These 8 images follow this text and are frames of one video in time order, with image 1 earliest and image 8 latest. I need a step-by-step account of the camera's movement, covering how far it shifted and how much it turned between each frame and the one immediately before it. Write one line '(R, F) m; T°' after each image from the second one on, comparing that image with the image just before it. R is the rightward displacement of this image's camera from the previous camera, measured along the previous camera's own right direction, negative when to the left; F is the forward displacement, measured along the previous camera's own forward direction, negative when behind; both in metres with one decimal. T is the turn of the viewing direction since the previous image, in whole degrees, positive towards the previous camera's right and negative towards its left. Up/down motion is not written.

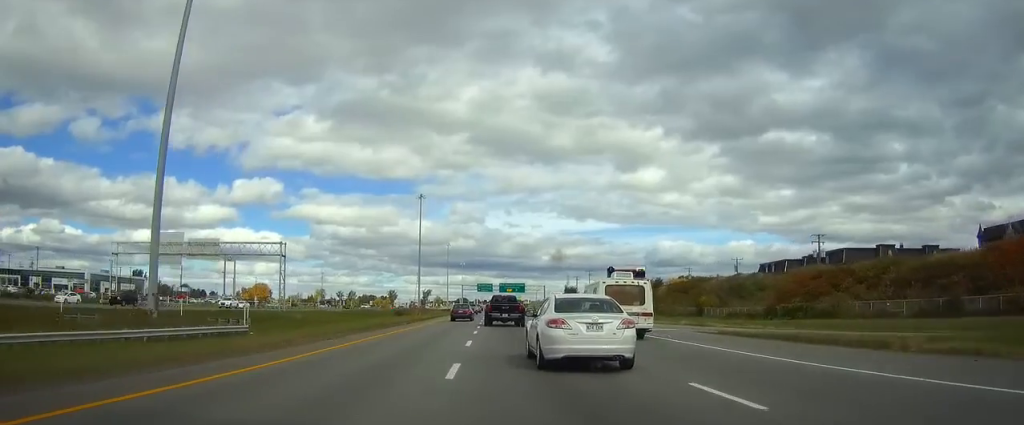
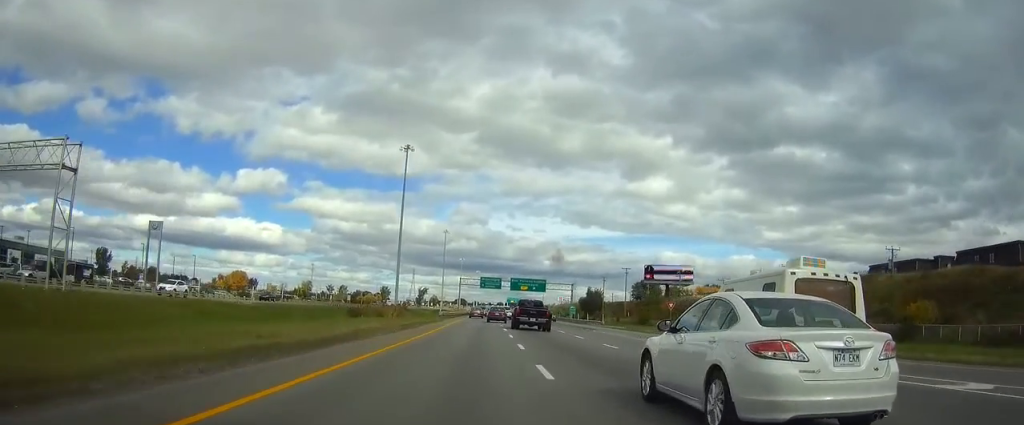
(-0.3, +54.2) m; 0°
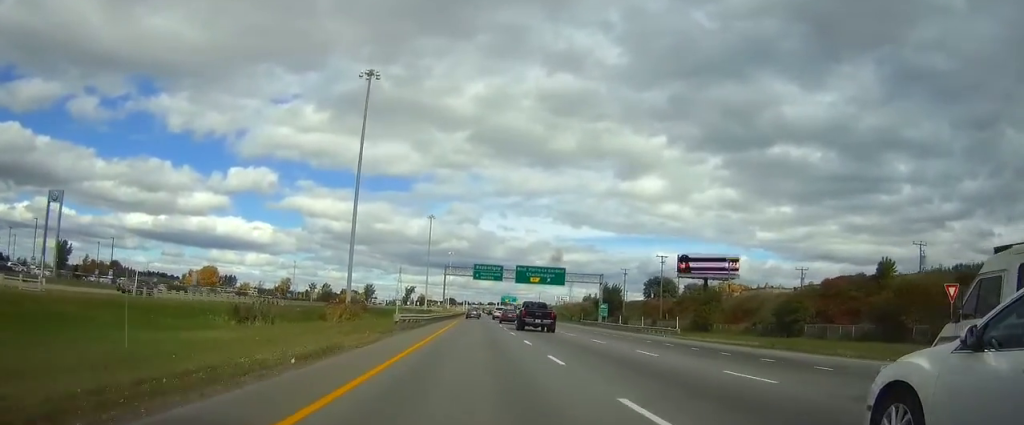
(+0.5, +41.2) m; +1°
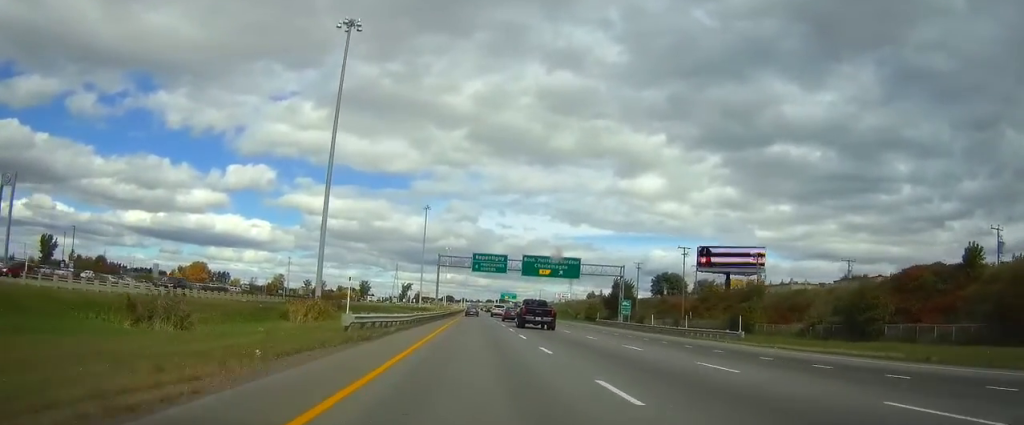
(0.0, +15.7) m; 0°
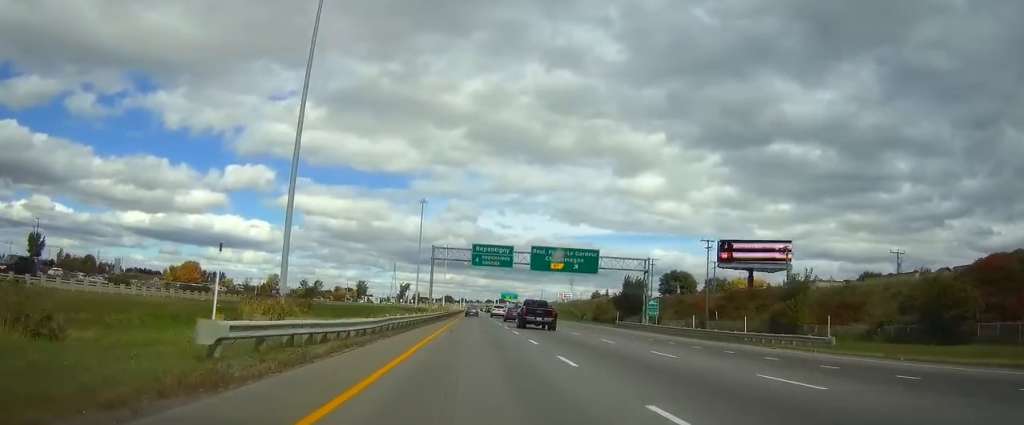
(0.0, +13.0) m; 0°
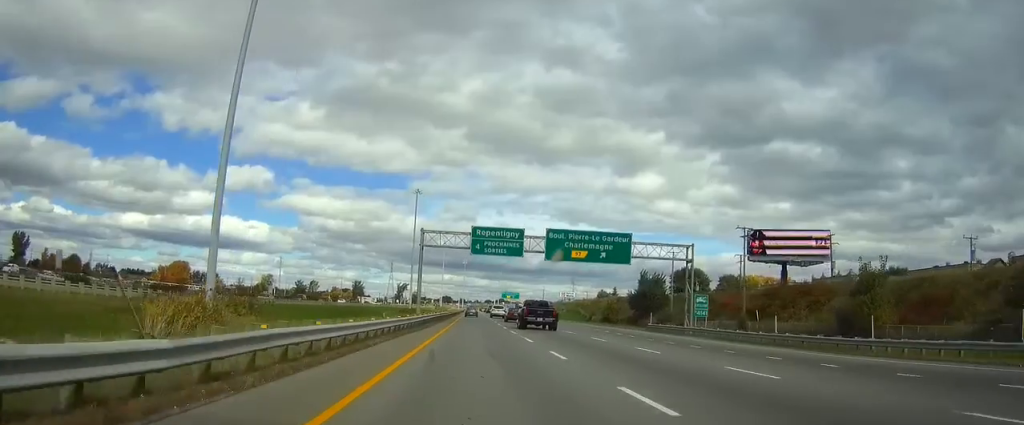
(0.0, +15.9) m; 0°
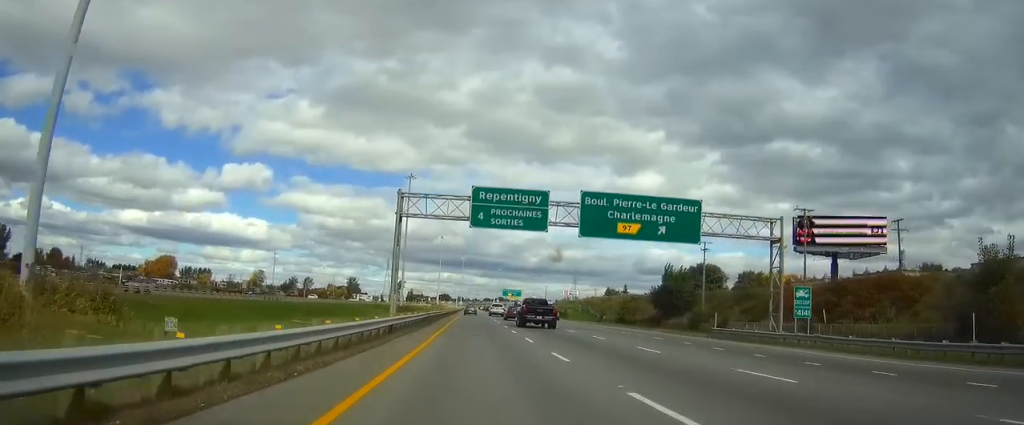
(0.0, +18.7) m; 0°
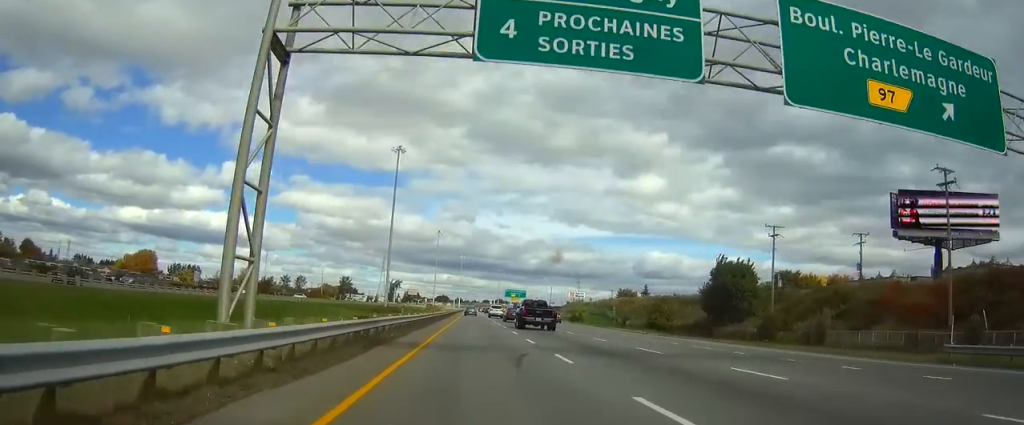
(0.0, +27.3) m; 0°
